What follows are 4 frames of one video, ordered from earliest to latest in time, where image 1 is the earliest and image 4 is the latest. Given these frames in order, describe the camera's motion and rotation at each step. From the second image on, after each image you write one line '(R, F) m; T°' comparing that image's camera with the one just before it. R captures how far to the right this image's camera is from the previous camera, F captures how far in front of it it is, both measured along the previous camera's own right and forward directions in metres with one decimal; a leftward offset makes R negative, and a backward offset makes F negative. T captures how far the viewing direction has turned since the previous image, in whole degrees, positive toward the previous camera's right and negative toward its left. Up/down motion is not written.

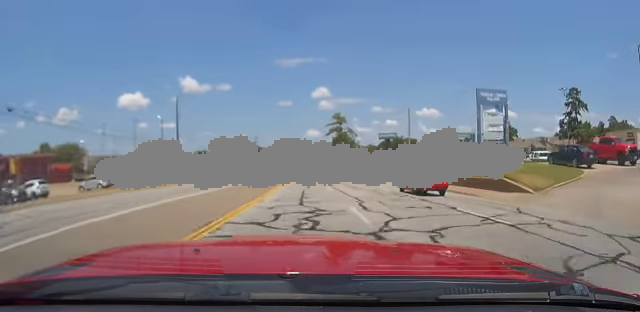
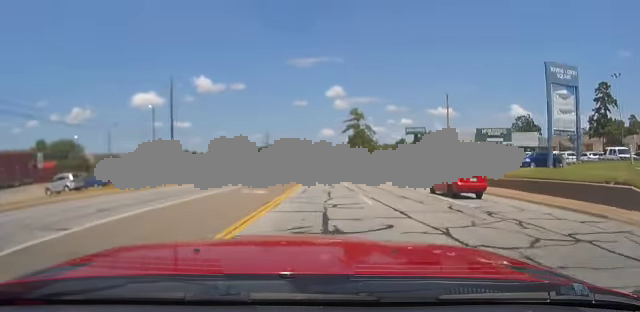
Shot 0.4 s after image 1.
(+0.1, +7.8) m; 0°
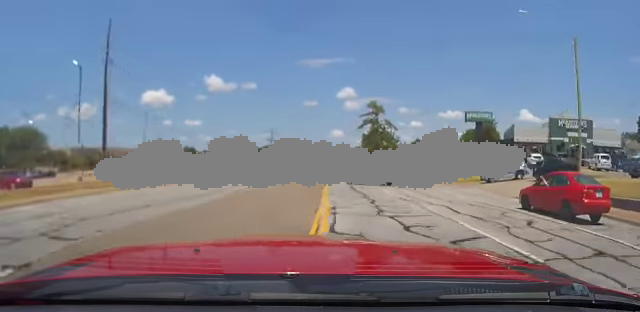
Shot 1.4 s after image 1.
(-0.4, +18.7) m; -3°
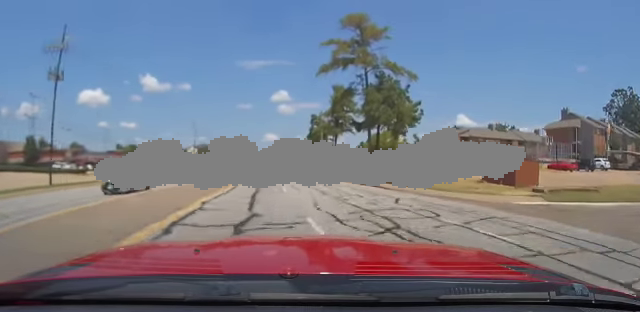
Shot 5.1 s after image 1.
(+0.4, +71.6) m; +6°
